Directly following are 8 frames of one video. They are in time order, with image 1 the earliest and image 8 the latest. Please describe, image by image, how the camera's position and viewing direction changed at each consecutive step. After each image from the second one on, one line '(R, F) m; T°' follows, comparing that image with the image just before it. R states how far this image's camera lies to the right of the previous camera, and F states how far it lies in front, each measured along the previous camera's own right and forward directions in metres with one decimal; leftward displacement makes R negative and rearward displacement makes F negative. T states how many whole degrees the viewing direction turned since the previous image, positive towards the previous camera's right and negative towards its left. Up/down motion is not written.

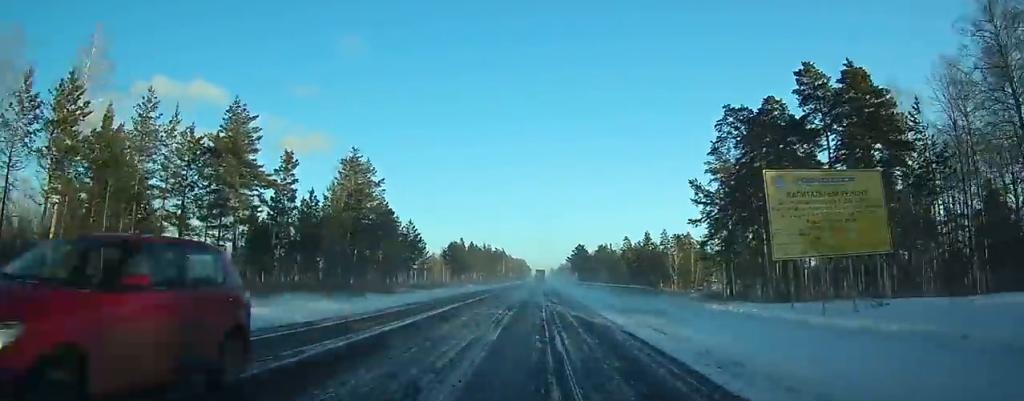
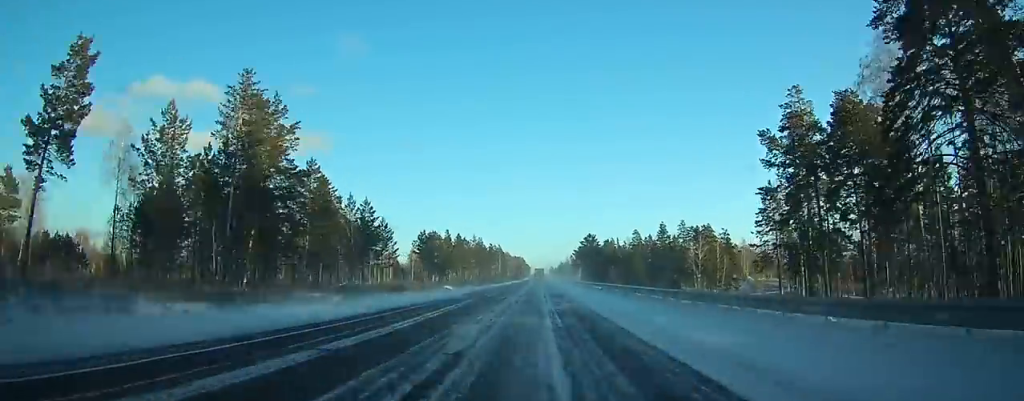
(-0.2, +33.9) m; 0°
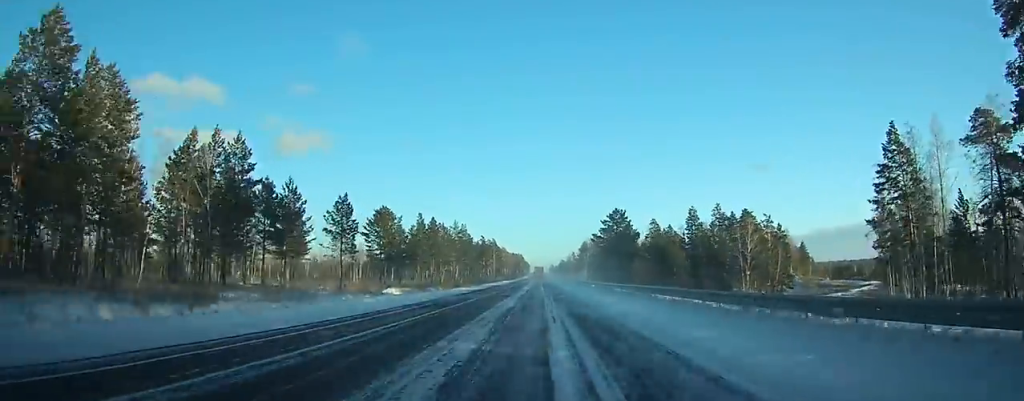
(-0.1, +44.4) m; 0°
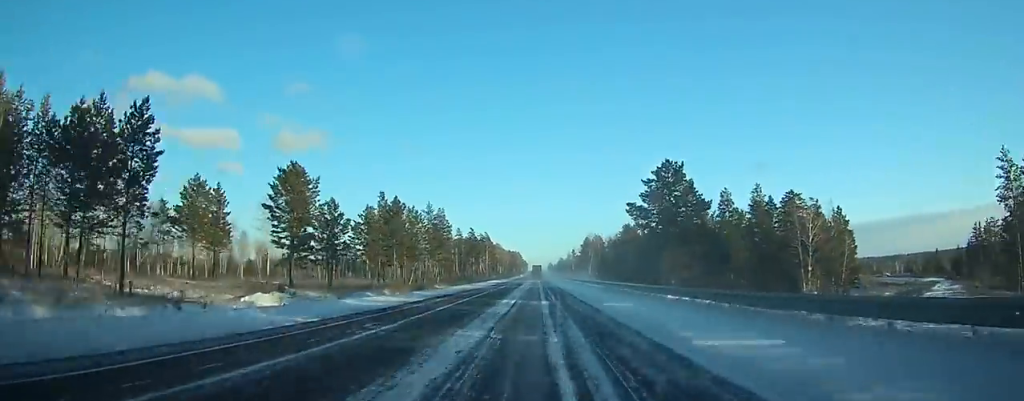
(0.0, +34.4) m; 0°
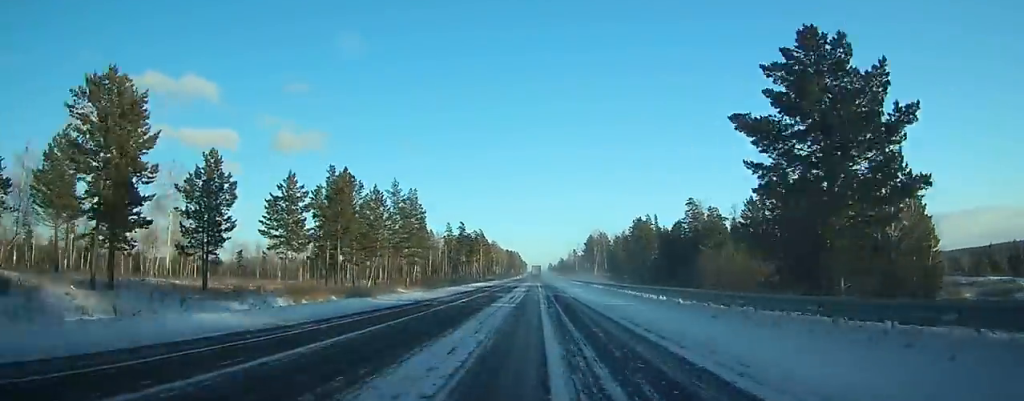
(0.0, +27.8) m; 0°
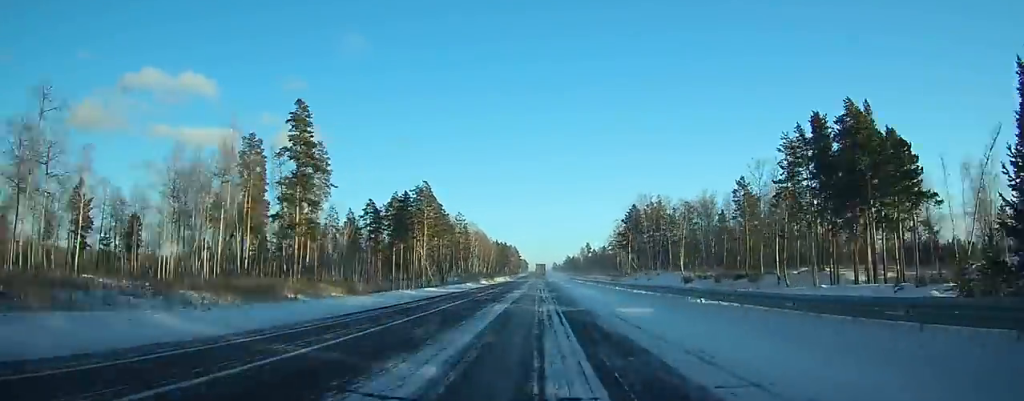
(+0.6, +138.0) m; 0°
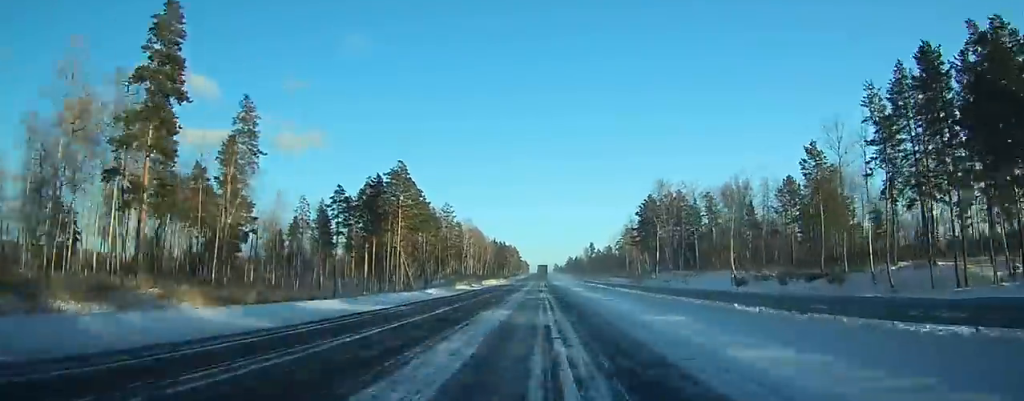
(0.0, +25.1) m; 0°
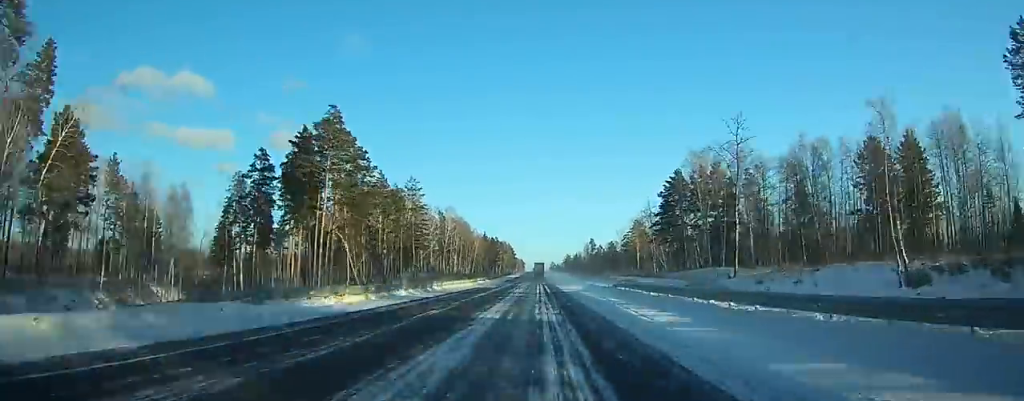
(0.0, +35.8) m; 0°
